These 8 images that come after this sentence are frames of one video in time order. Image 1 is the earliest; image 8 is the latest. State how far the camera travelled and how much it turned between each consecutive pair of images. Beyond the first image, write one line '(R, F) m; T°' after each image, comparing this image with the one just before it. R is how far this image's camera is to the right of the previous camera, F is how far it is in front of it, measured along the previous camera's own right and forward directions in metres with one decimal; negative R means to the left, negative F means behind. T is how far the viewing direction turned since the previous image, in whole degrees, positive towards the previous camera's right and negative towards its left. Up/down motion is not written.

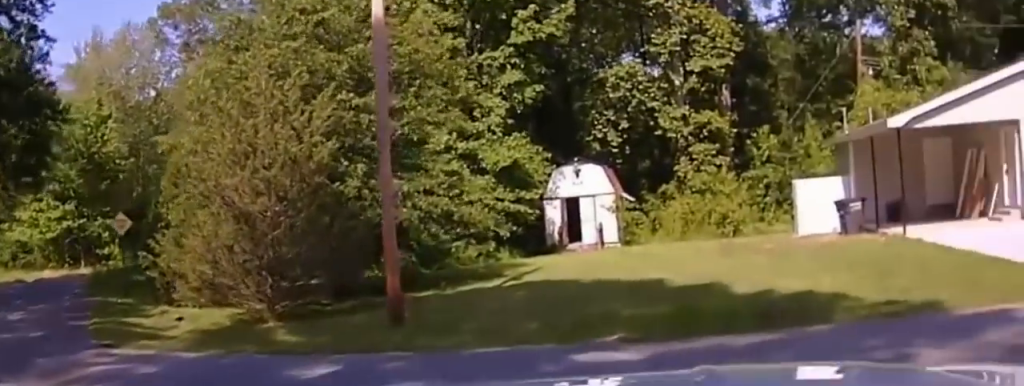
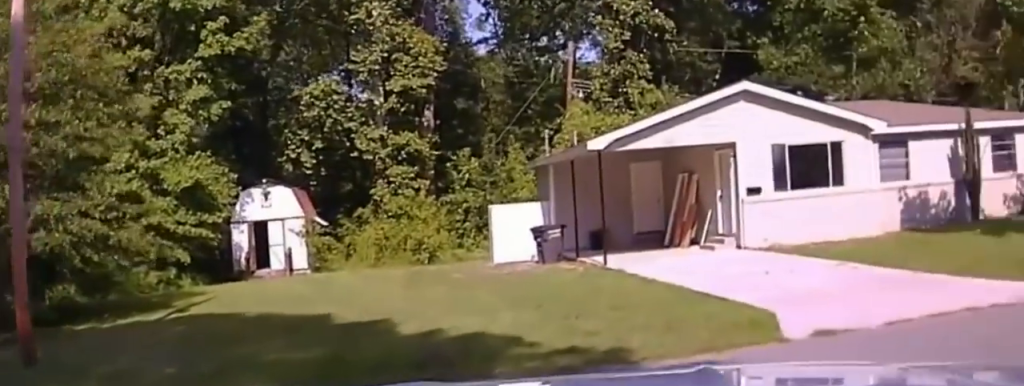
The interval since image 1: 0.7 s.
(+0.8, +2.0) m; +27°
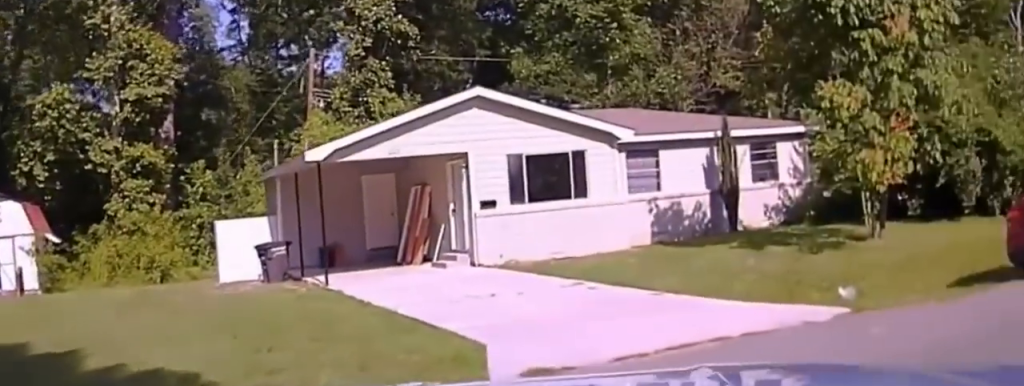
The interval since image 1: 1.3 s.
(+0.4, +1.4) m; +22°
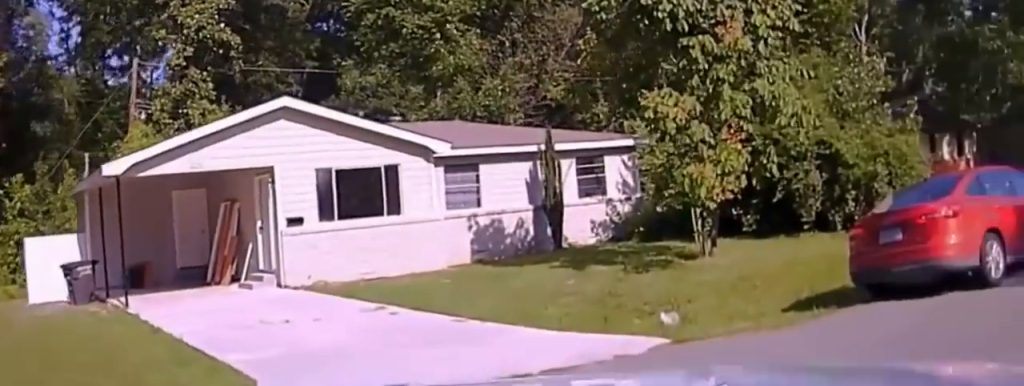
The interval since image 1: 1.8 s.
(+0.1, +1.0) m; +16°
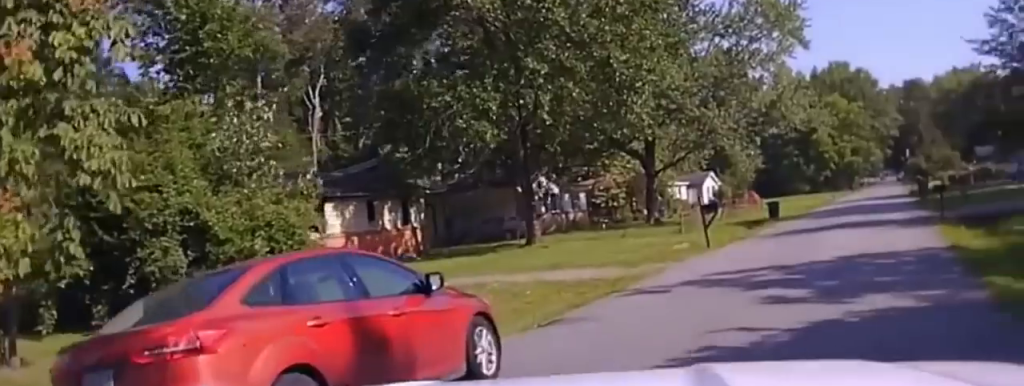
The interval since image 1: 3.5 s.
(+1.0, +3.6) m; +18°
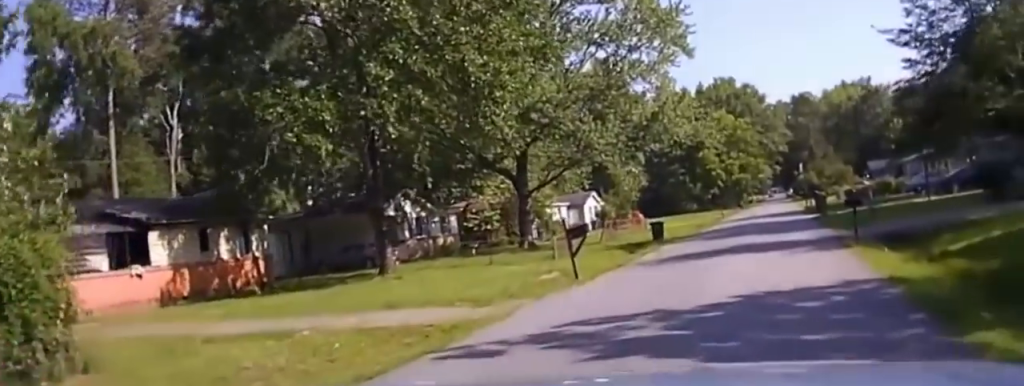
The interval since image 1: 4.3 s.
(0.0, +3.4) m; 0°
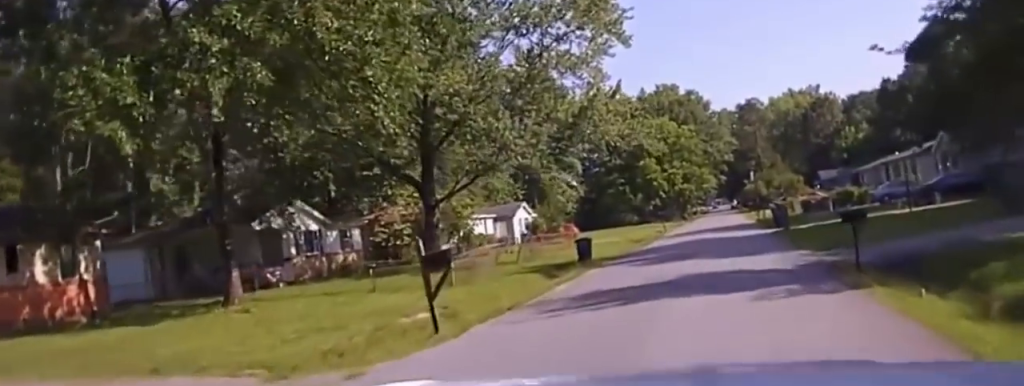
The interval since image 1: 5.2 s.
(-0.1, +7.4) m; 0°
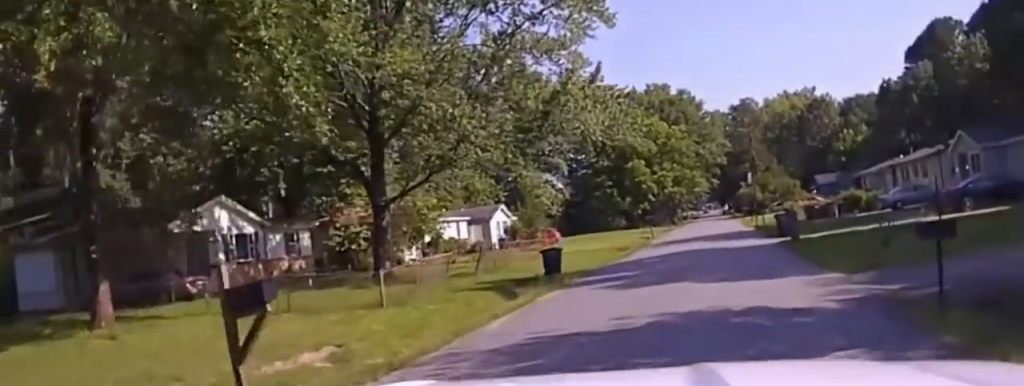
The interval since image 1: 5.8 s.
(0.0, +6.3) m; +1°
